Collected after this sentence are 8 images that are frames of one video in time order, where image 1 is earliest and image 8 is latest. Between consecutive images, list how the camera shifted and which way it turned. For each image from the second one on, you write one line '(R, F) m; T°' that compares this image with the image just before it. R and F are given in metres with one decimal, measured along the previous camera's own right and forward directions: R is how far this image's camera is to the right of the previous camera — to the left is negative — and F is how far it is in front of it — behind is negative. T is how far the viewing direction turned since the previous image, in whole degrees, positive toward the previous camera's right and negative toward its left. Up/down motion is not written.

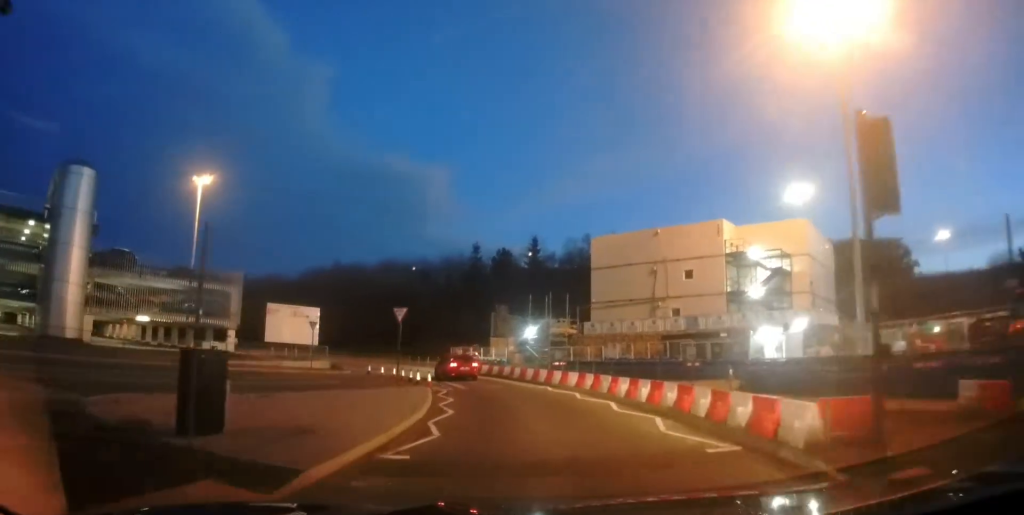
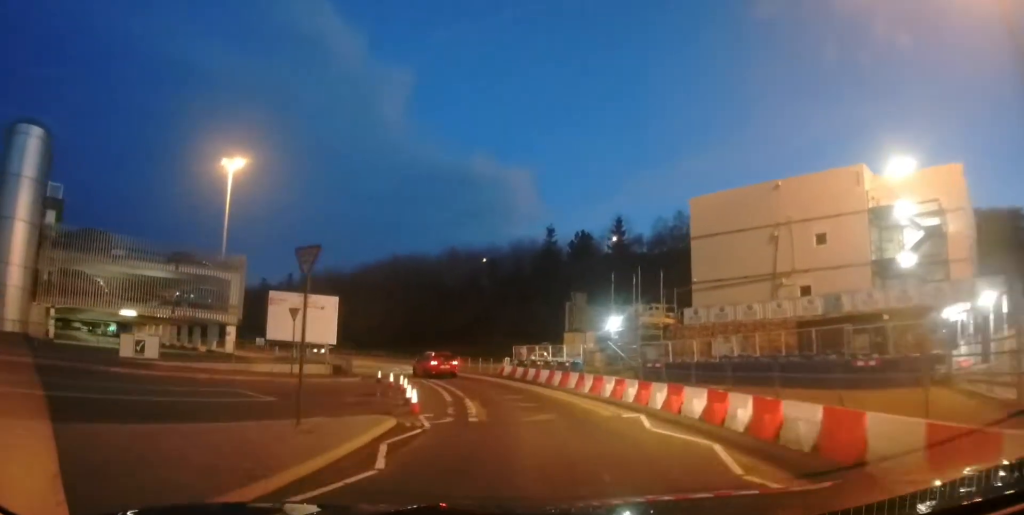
(-1.0, +11.7) m; -10°
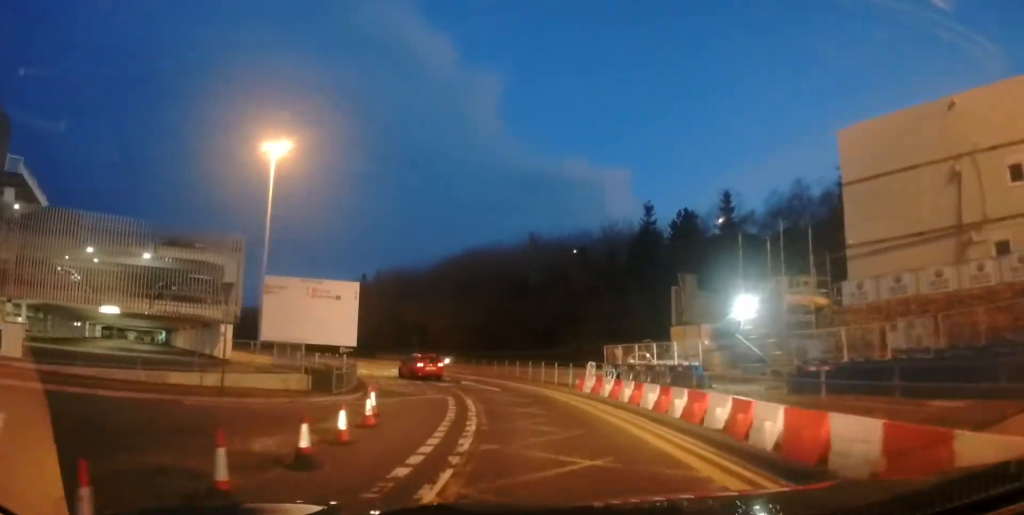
(-1.0, +11.4) m; -9°
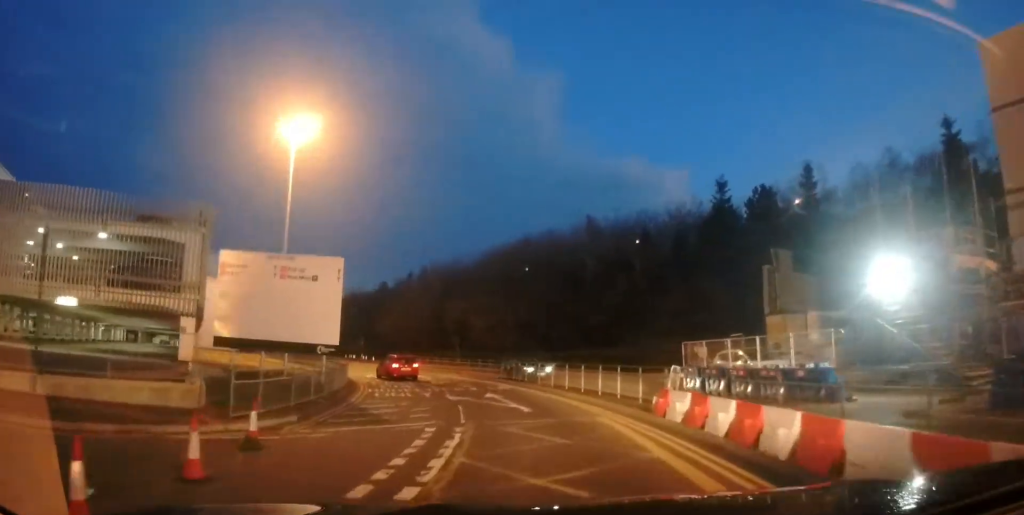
(-0.5, +8.8) m; -7°
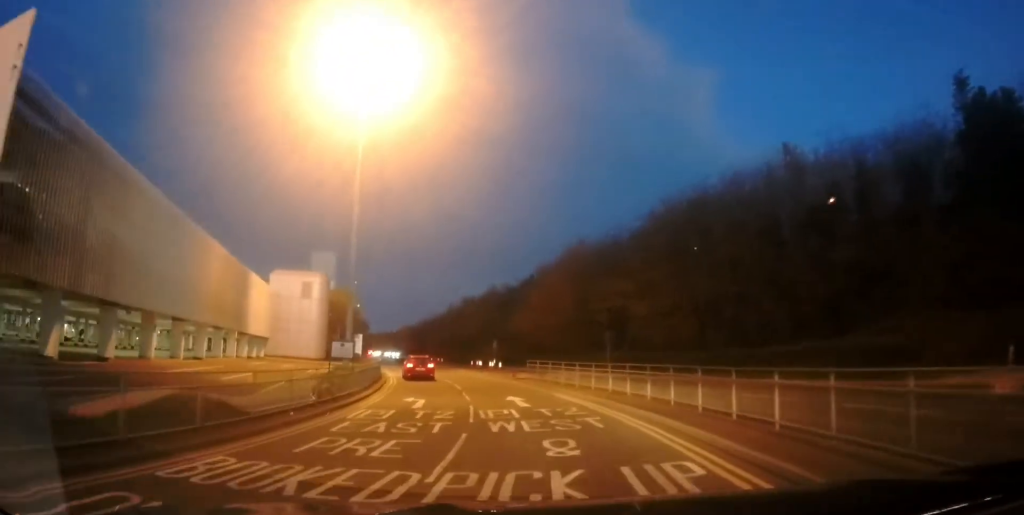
(-2.8, +18.6) m; -16°
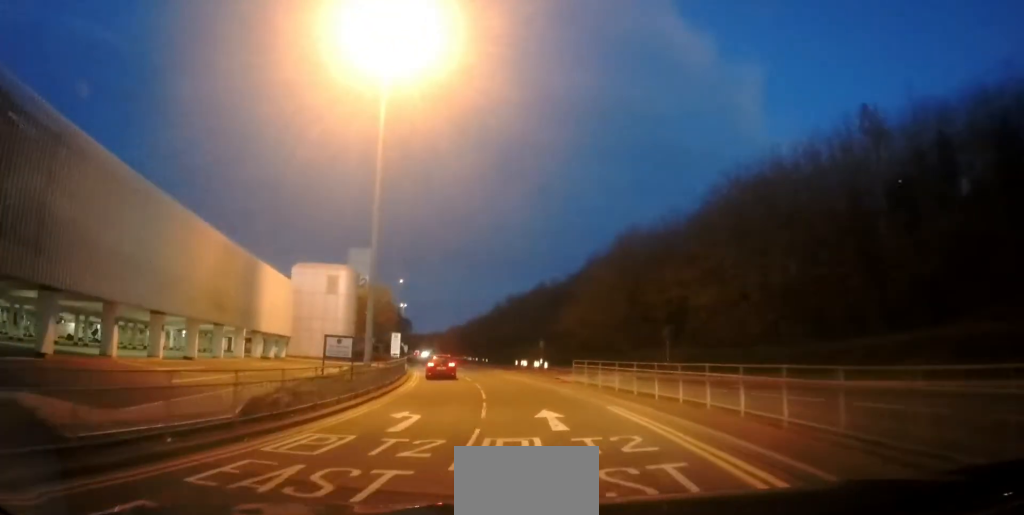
(-0.2, +5.8) m; -4°
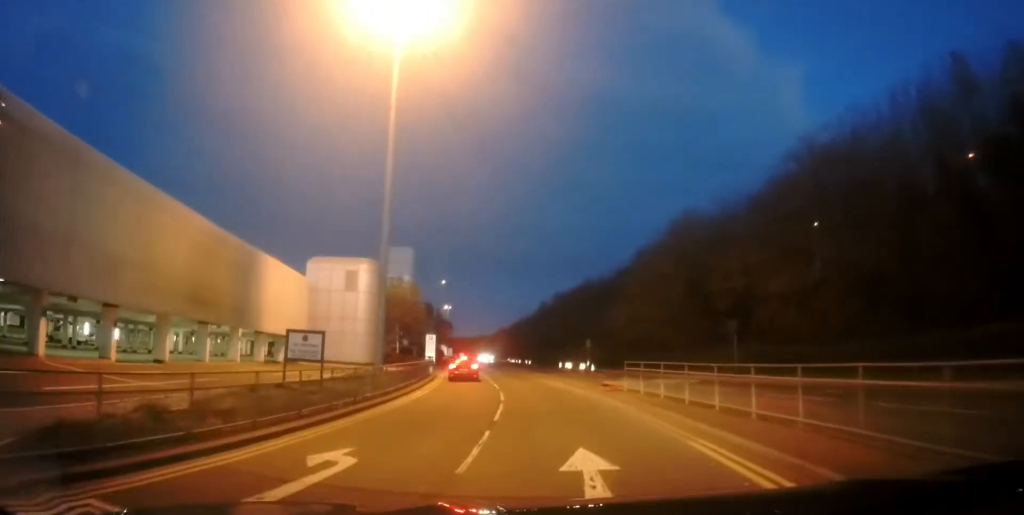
(-0.2, +6.3) m; -4°
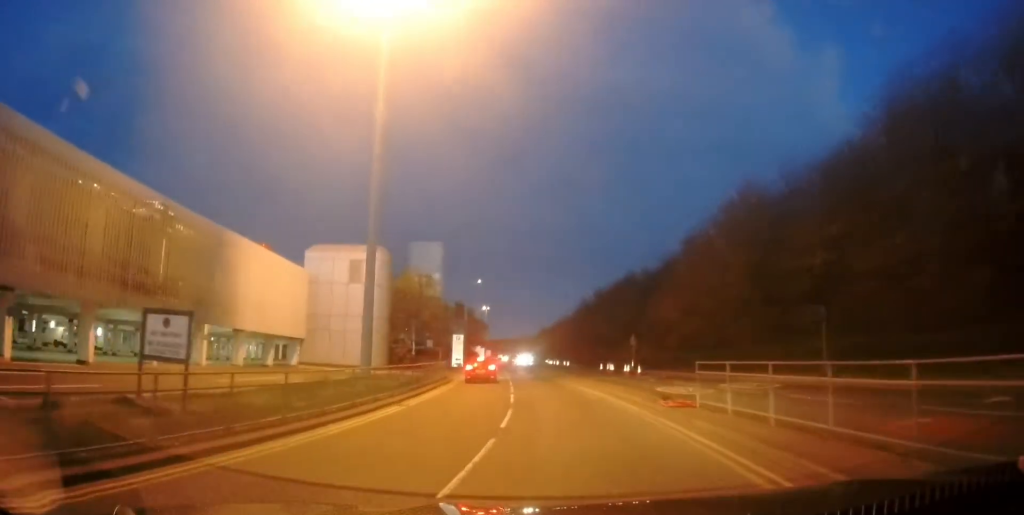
(-0.5, +7.5) m; -4°
